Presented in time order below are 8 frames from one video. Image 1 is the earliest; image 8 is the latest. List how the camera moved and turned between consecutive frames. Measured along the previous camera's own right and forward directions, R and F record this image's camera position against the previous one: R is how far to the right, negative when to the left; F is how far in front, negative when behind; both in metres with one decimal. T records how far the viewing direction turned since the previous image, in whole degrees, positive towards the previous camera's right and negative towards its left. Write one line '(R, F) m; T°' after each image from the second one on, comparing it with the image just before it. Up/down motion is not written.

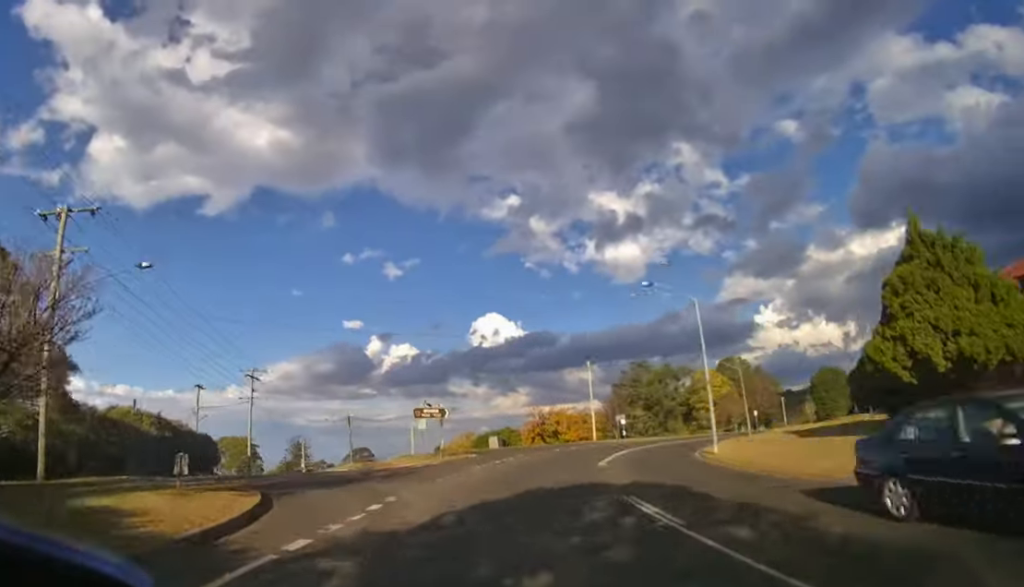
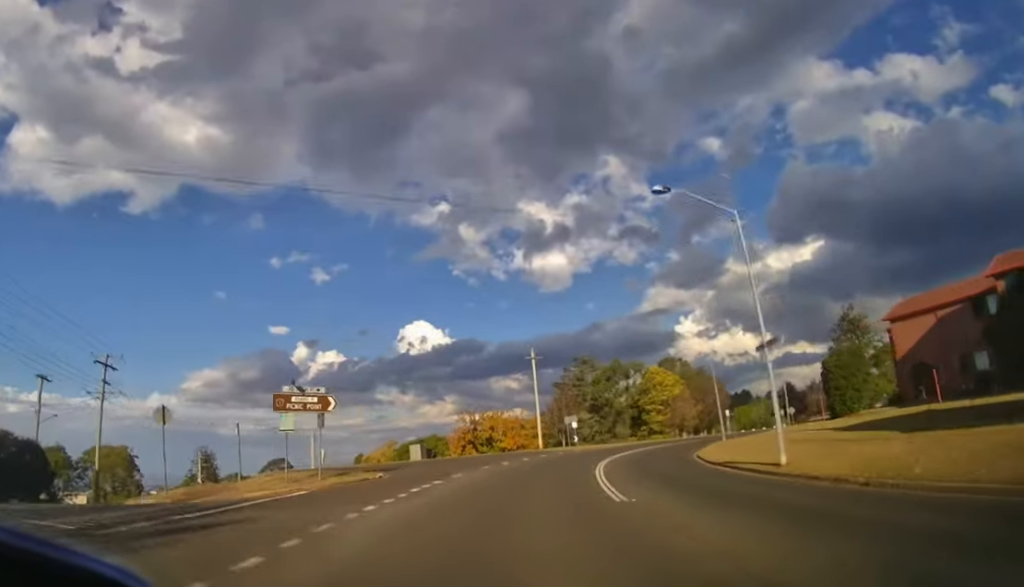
(+0.6, +11.5) m; +7°
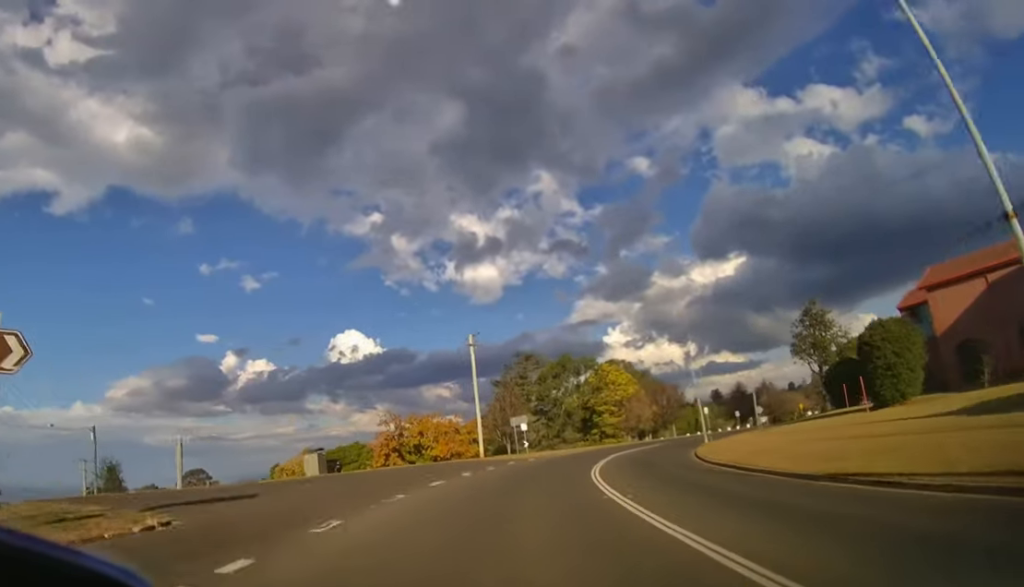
(+0.5, +10.8) m; +8°
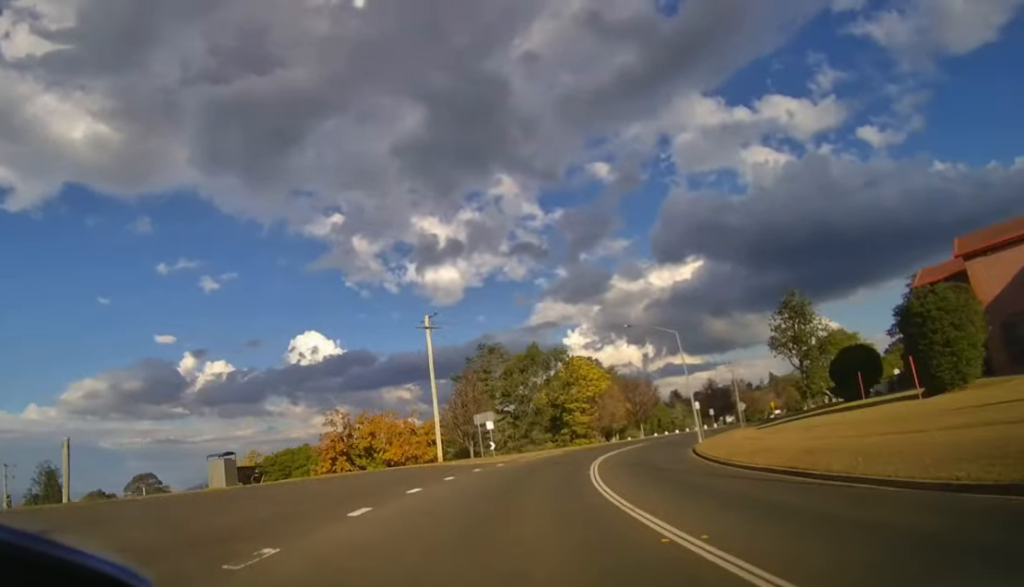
(+0.5, +6.7) m; +6°
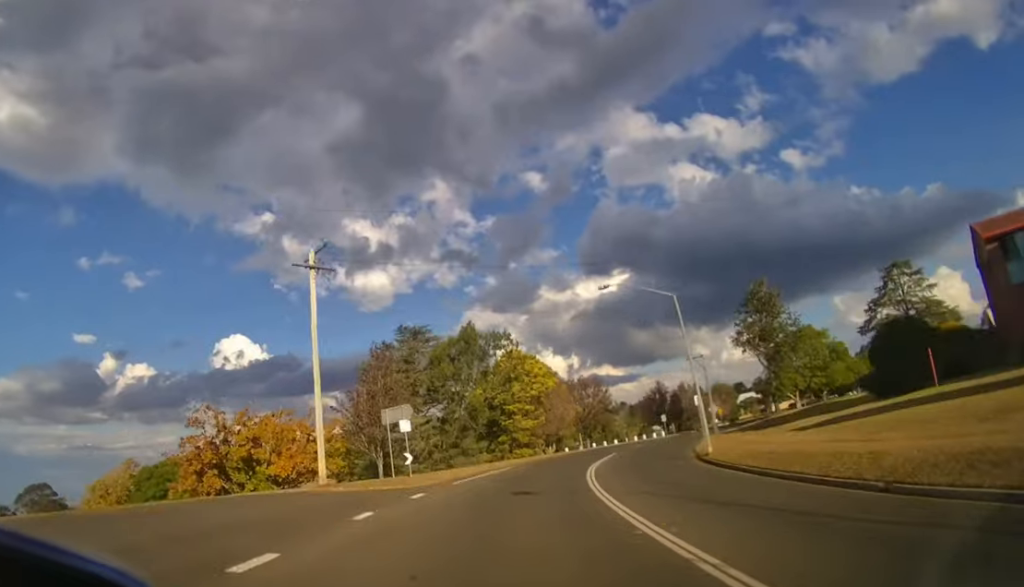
(+1.1, +12.3) m; +8°
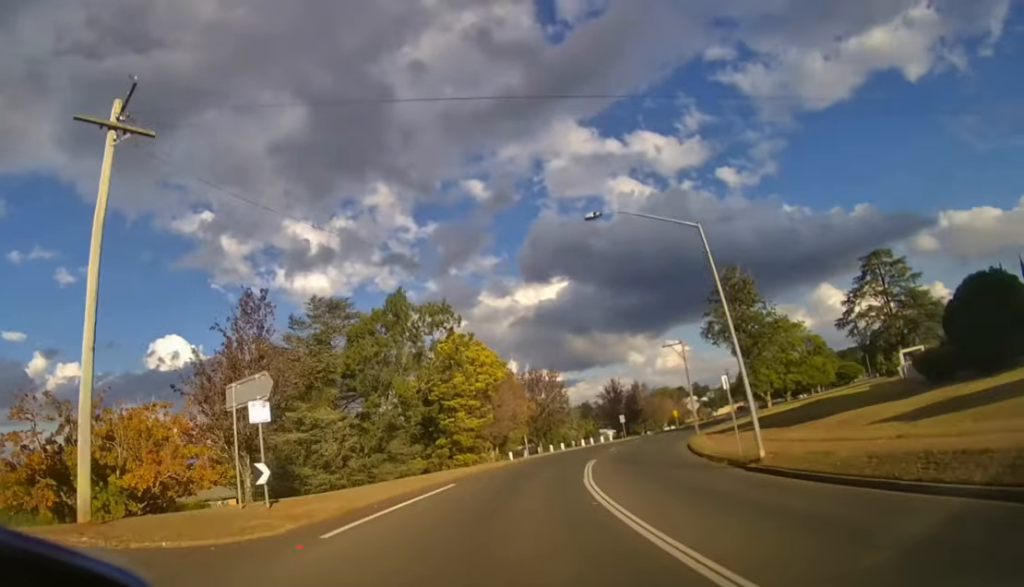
(+0.5, +9.9) m; +5°
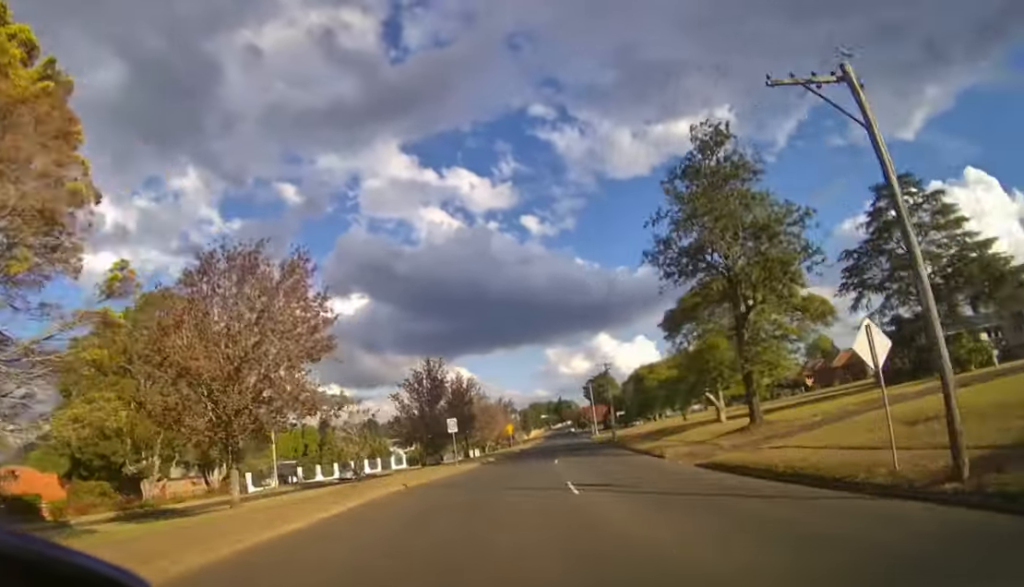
(+6.9, +32.0) m; +24°
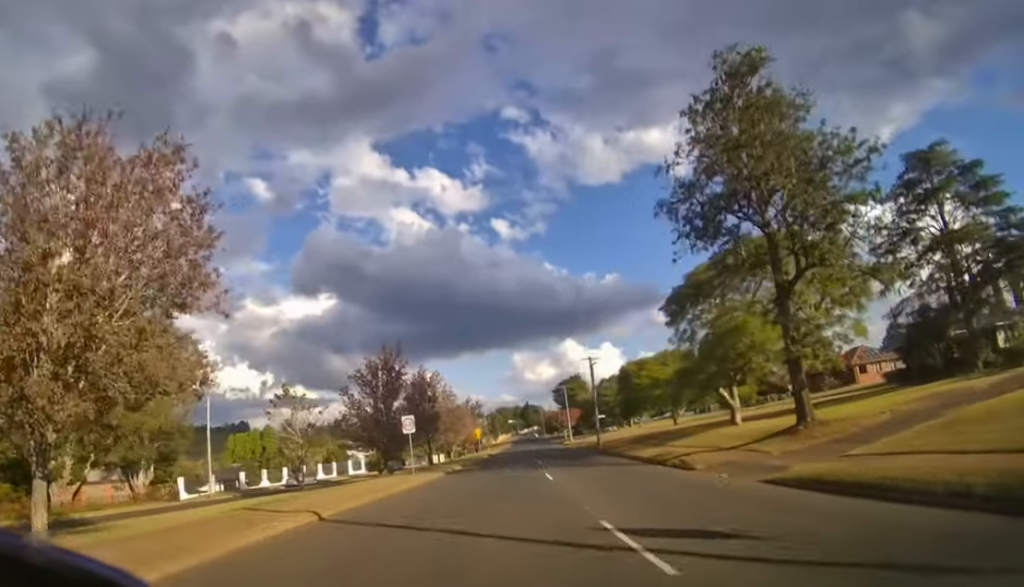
(0.0, +6.7) m; +4°
